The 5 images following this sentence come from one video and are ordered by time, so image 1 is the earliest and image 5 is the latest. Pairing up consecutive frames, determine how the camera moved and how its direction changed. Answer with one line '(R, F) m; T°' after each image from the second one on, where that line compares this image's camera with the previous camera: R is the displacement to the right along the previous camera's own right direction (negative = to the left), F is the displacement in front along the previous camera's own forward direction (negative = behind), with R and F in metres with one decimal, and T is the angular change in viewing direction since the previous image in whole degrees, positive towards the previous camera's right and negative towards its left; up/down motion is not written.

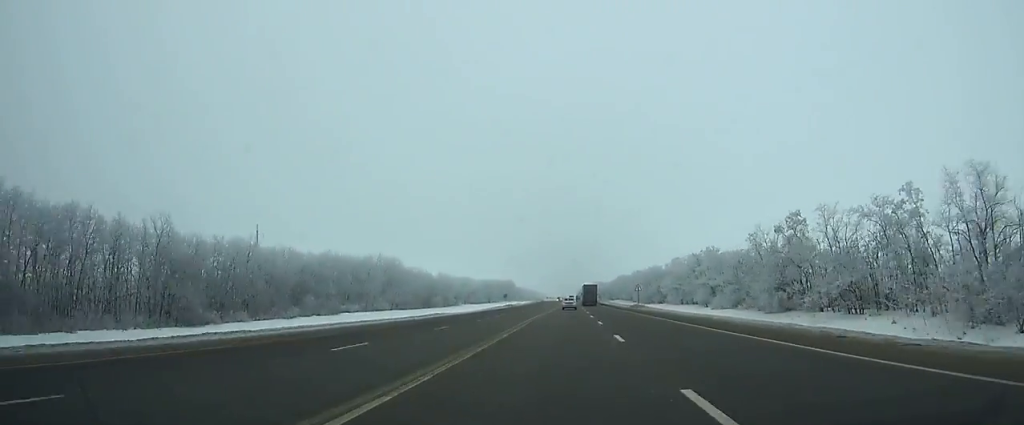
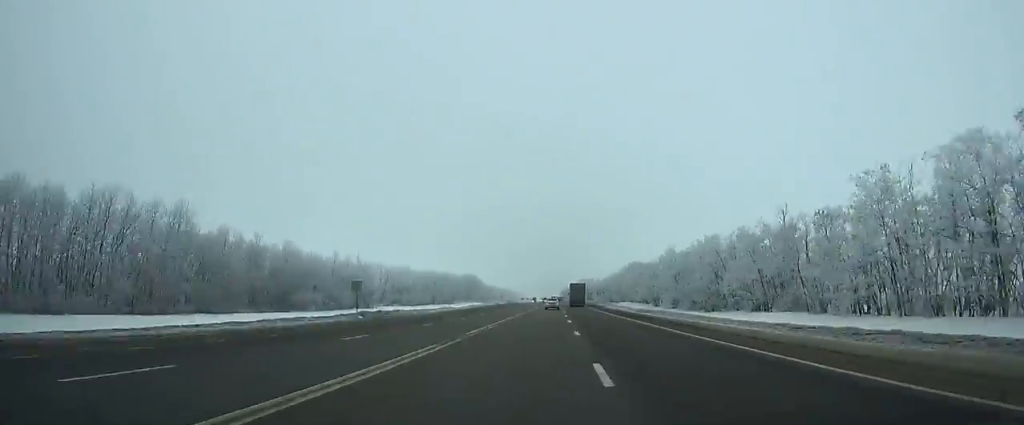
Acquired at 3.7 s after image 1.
(+1.3, +91.0) m; +1°
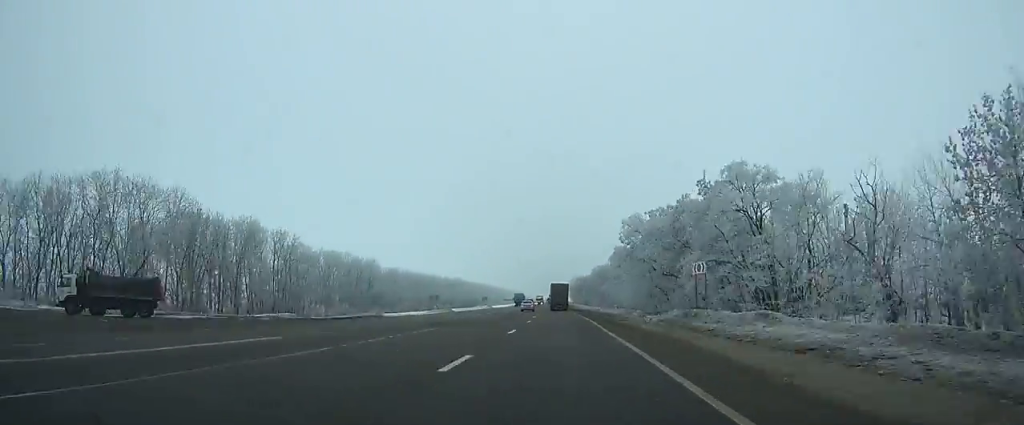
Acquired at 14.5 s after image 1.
(-4.1, +246.7) m; -2°
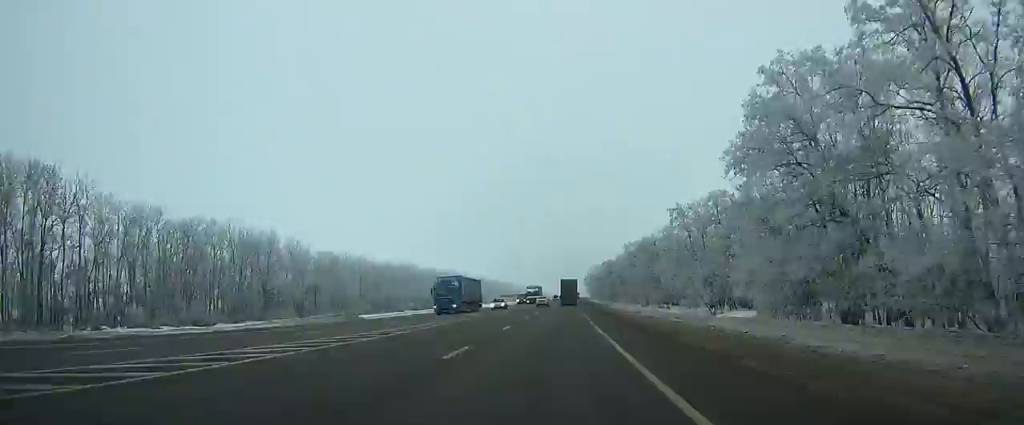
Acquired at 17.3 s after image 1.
(-0.4, +59.6) m; 0°
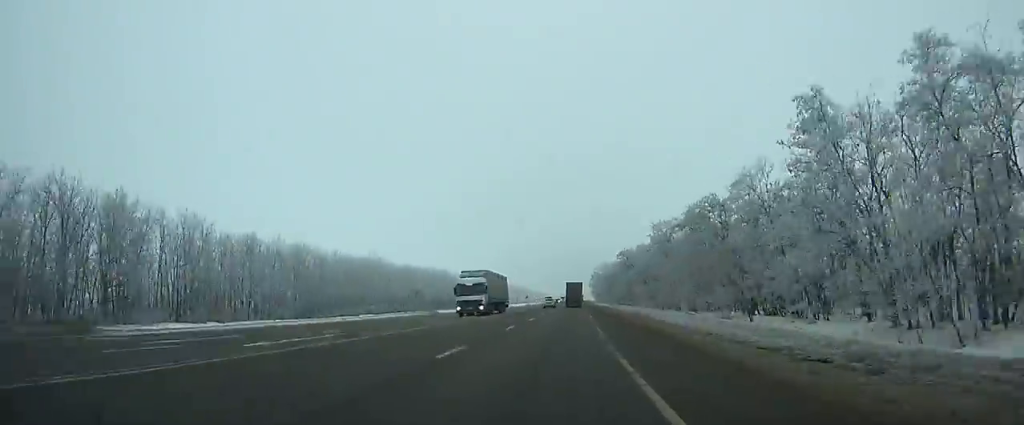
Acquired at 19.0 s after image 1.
(-0.1, +35.9) m; 0°
